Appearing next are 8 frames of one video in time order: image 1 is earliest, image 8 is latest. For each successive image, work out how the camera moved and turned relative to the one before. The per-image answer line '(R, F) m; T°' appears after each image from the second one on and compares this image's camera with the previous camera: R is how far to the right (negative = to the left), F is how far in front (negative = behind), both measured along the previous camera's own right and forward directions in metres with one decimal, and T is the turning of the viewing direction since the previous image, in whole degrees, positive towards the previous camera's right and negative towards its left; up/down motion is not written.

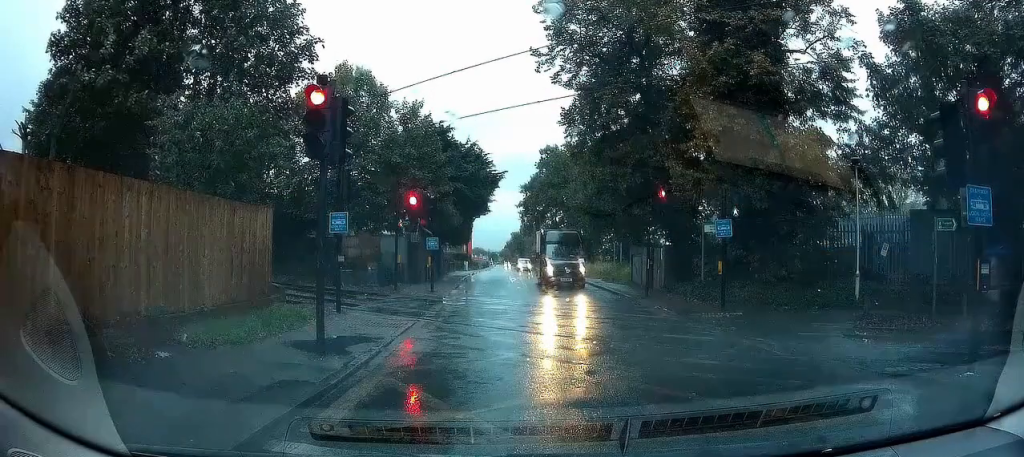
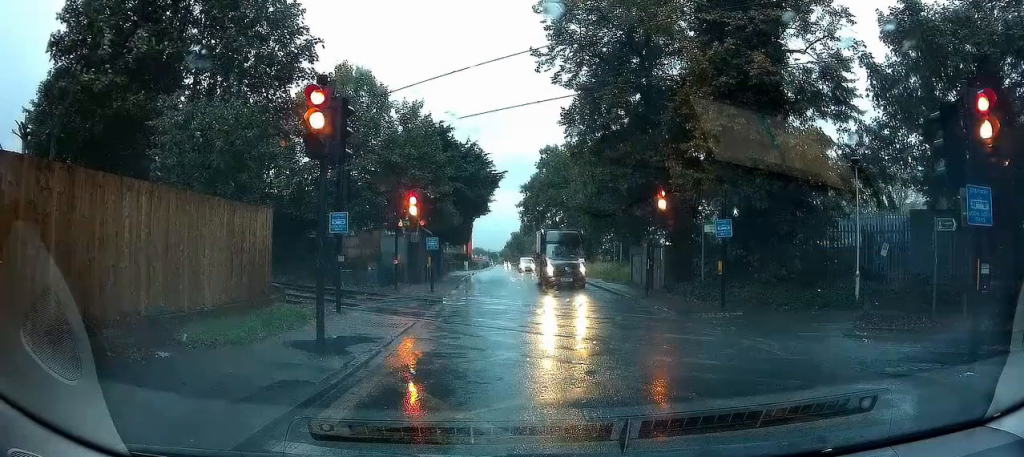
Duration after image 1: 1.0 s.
(0.0, +0.1) m; 0°
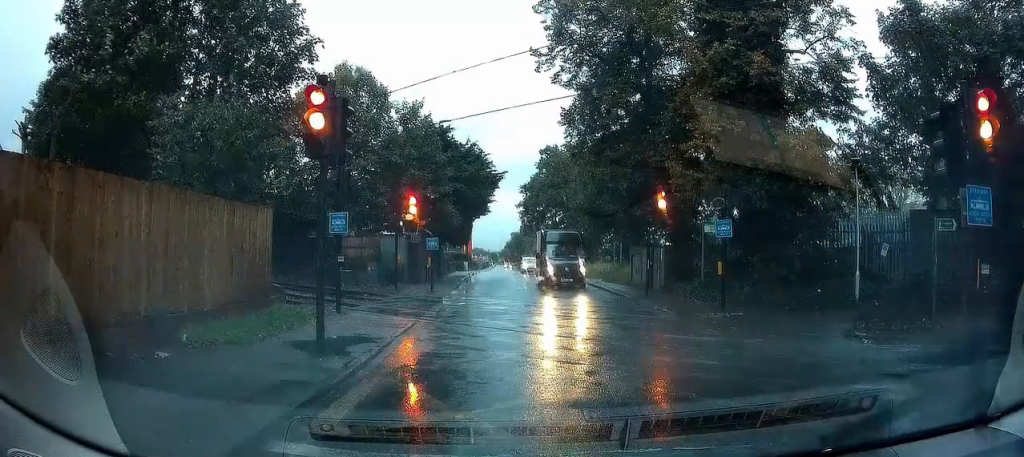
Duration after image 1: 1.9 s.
(0.0, +0.3) m; 0°
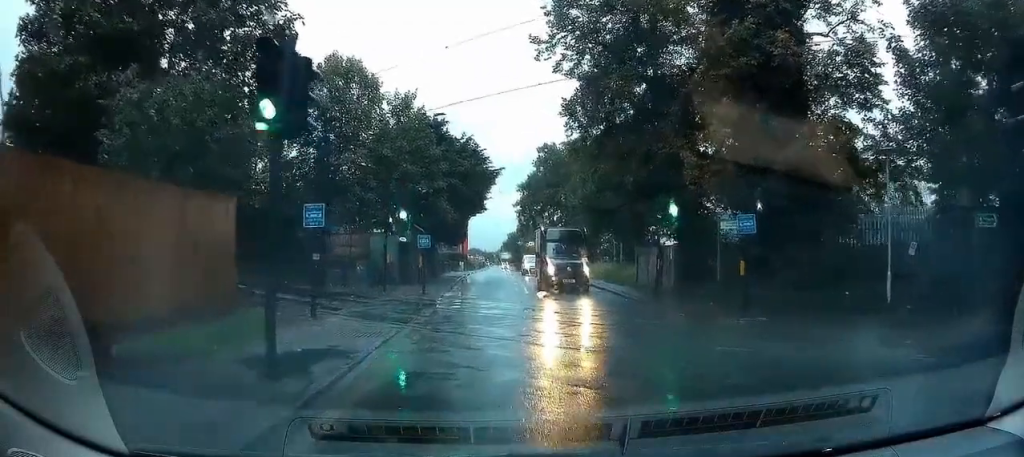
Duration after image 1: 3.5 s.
(-0.1, +1.2) m; -2°
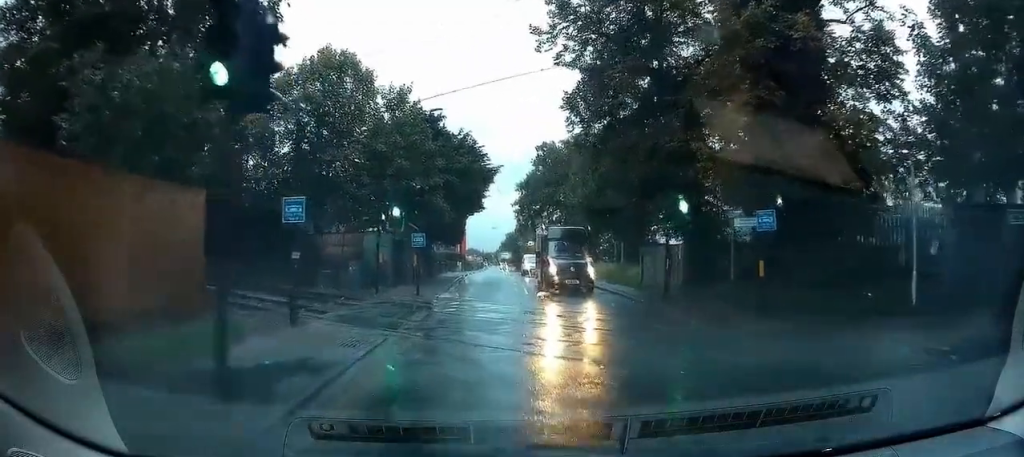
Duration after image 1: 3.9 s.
(0.0, +0.4) m; -3°
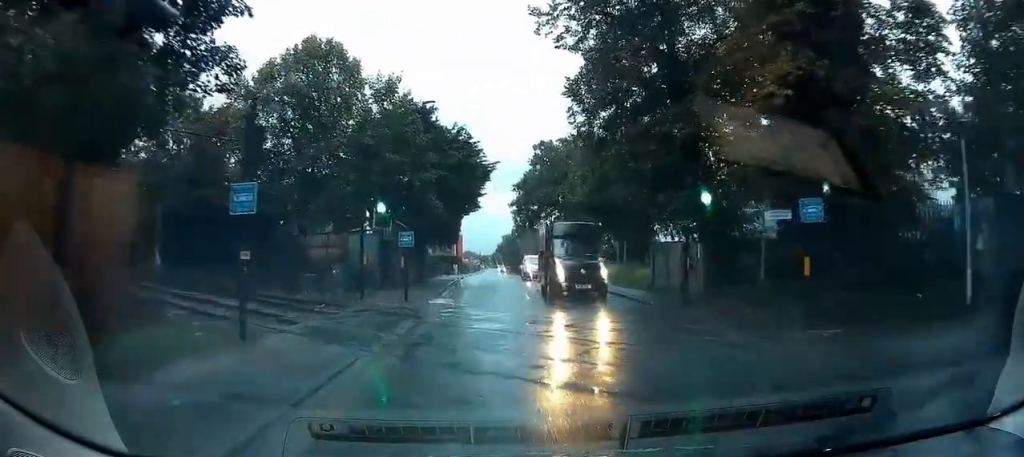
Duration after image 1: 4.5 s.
(0.0, +0.8) m; -2°
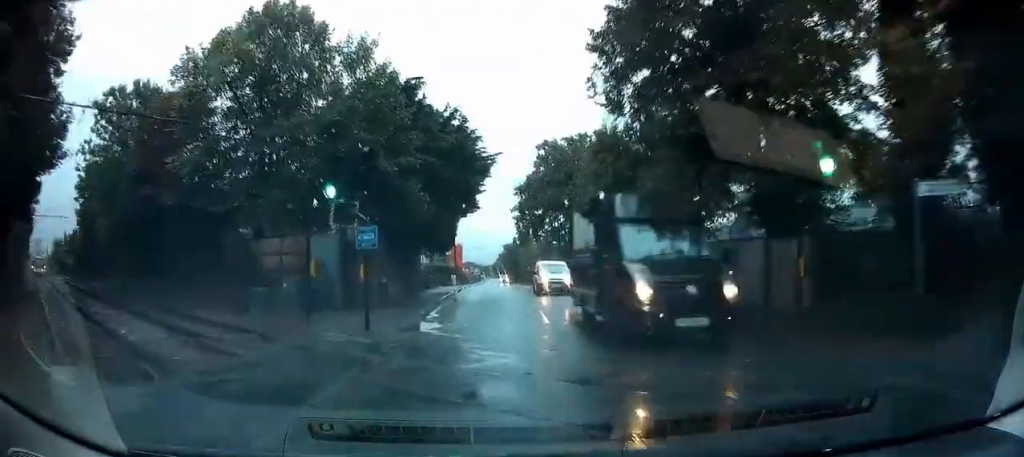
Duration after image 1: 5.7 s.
(0.0, +2.8) m; +3°
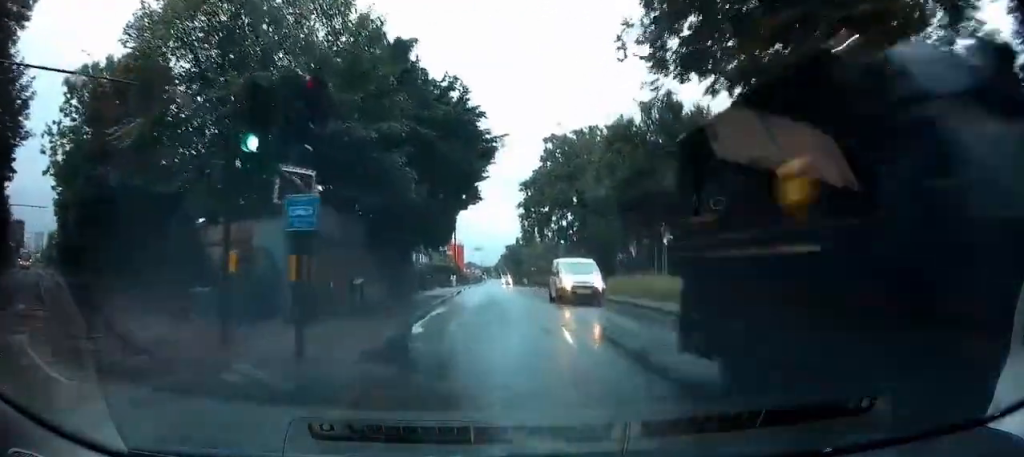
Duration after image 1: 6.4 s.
(+0.1, +2.8) m; +3°
